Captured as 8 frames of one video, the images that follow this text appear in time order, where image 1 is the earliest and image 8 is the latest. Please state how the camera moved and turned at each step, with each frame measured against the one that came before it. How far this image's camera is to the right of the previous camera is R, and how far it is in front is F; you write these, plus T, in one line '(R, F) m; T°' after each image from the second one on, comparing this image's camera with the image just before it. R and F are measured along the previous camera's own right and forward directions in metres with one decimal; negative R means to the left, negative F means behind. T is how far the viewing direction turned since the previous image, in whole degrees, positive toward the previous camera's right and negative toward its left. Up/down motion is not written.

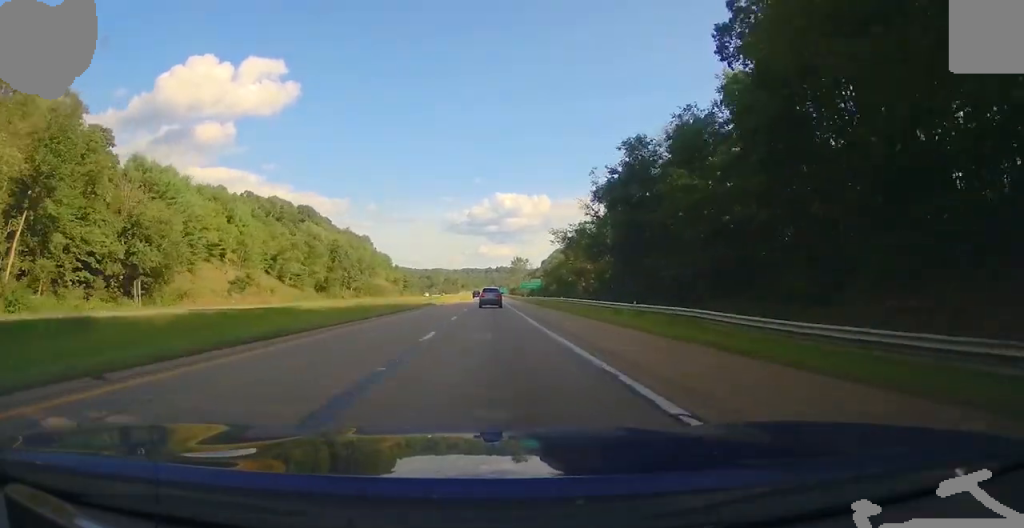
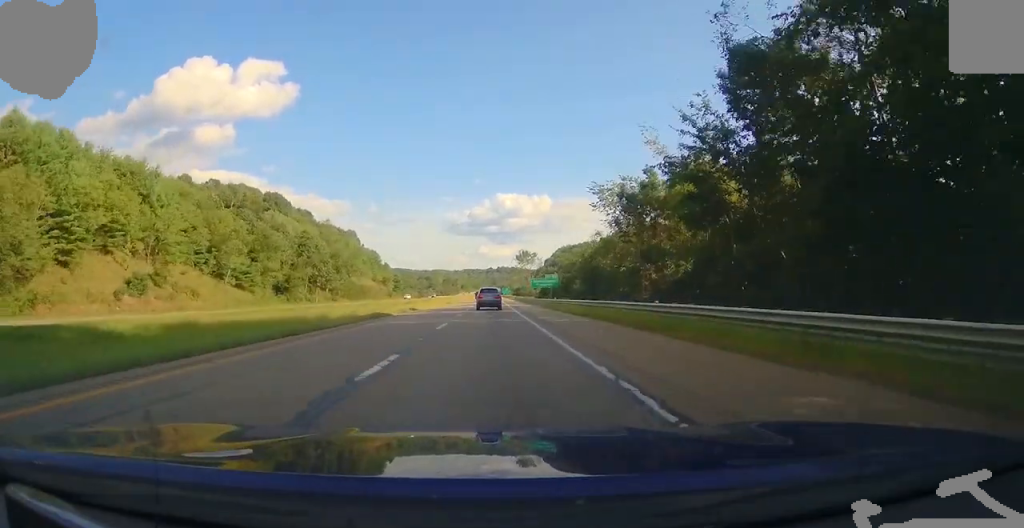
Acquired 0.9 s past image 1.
(0.0, +30.7) m; 0°
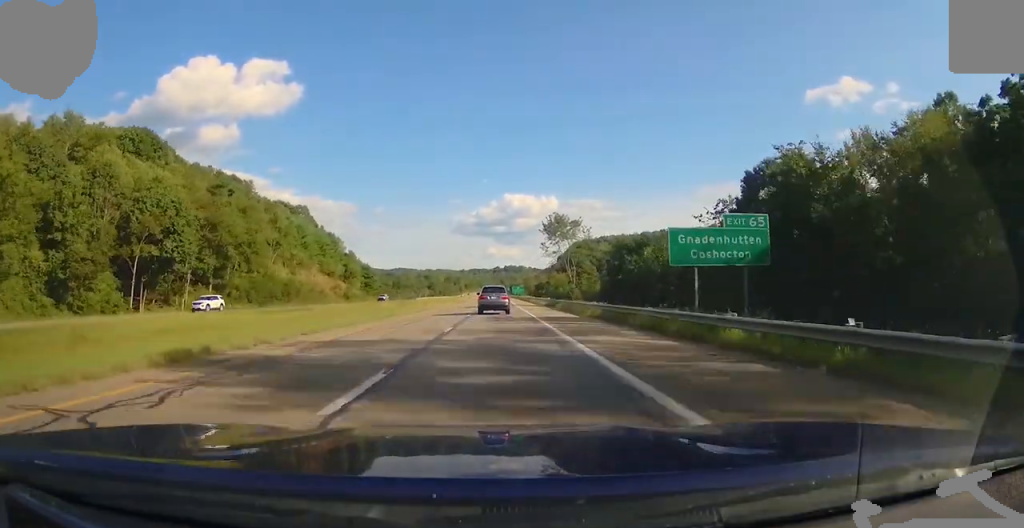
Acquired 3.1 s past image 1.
(0.0, +73.8) m; 0°
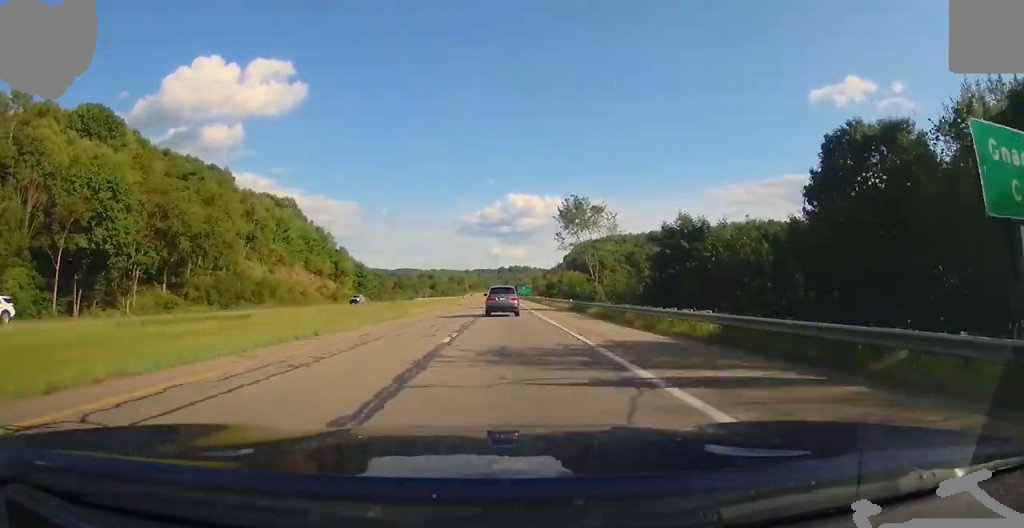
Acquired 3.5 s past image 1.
(0.0, +15.9) m; 0°
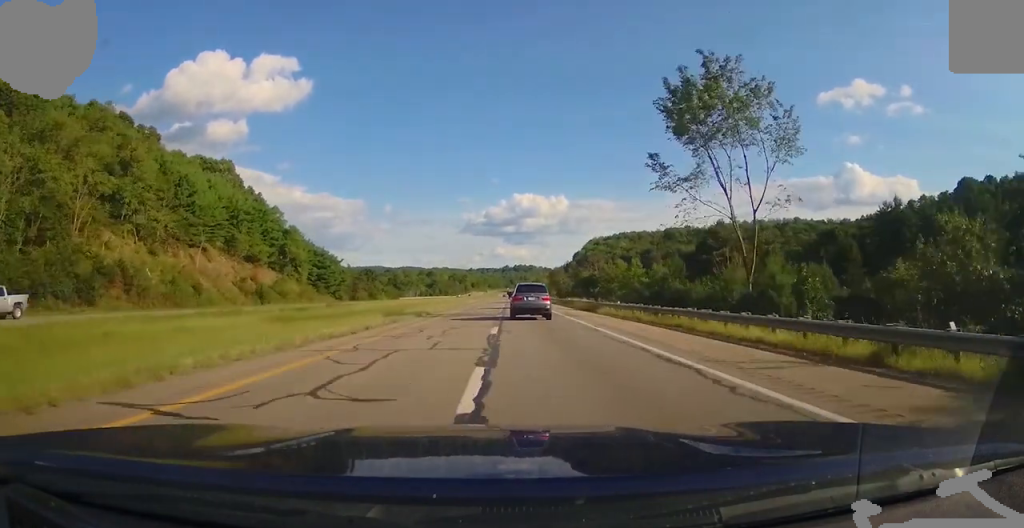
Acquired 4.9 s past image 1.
(0.0, +45.7) m; 0°
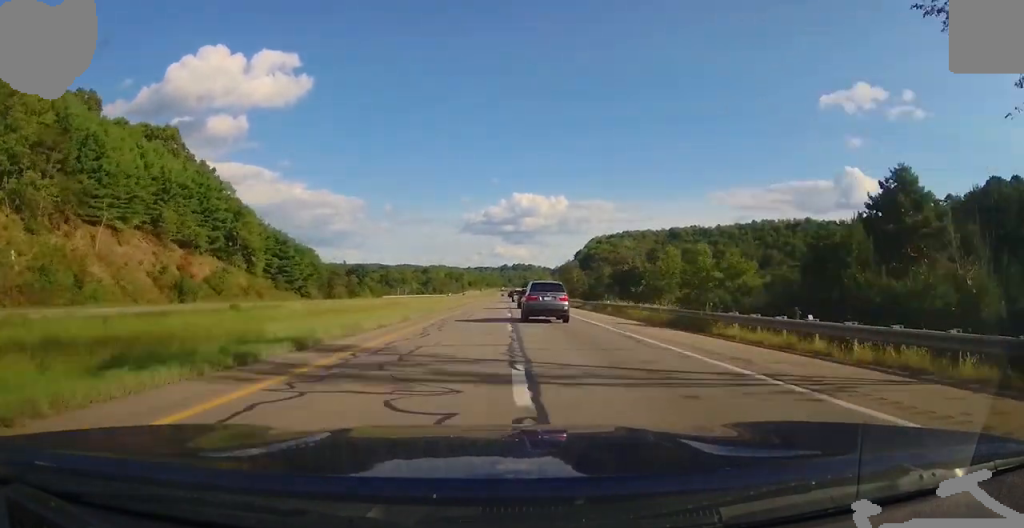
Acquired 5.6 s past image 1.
(0.0, +24.0) m; 0°
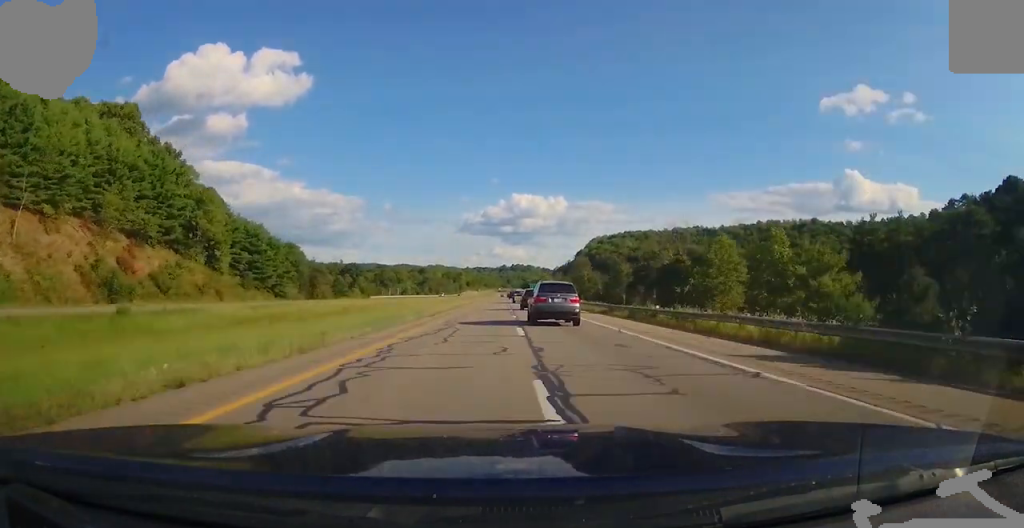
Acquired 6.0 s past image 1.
(0.0, +13.8) m; 0°
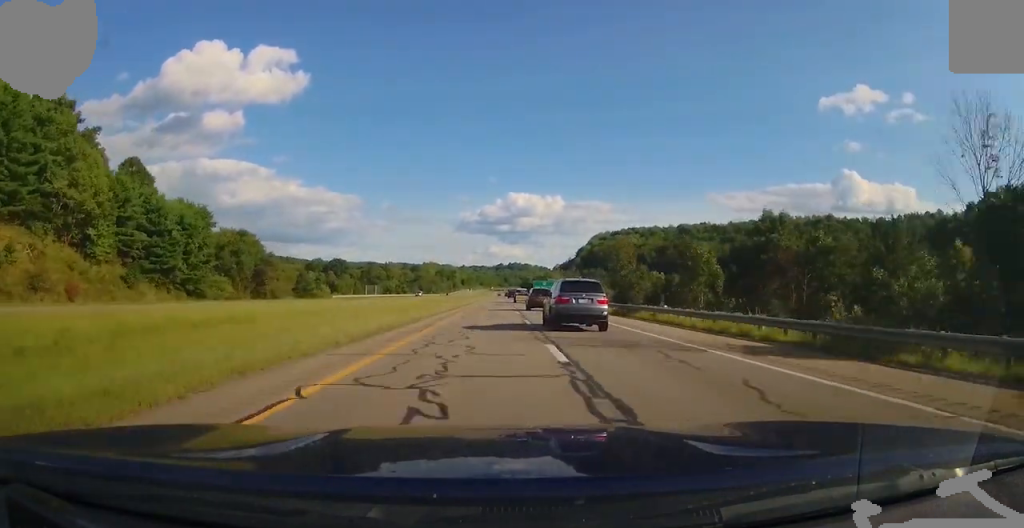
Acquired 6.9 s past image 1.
(0.0, +30.9) m; 0°
